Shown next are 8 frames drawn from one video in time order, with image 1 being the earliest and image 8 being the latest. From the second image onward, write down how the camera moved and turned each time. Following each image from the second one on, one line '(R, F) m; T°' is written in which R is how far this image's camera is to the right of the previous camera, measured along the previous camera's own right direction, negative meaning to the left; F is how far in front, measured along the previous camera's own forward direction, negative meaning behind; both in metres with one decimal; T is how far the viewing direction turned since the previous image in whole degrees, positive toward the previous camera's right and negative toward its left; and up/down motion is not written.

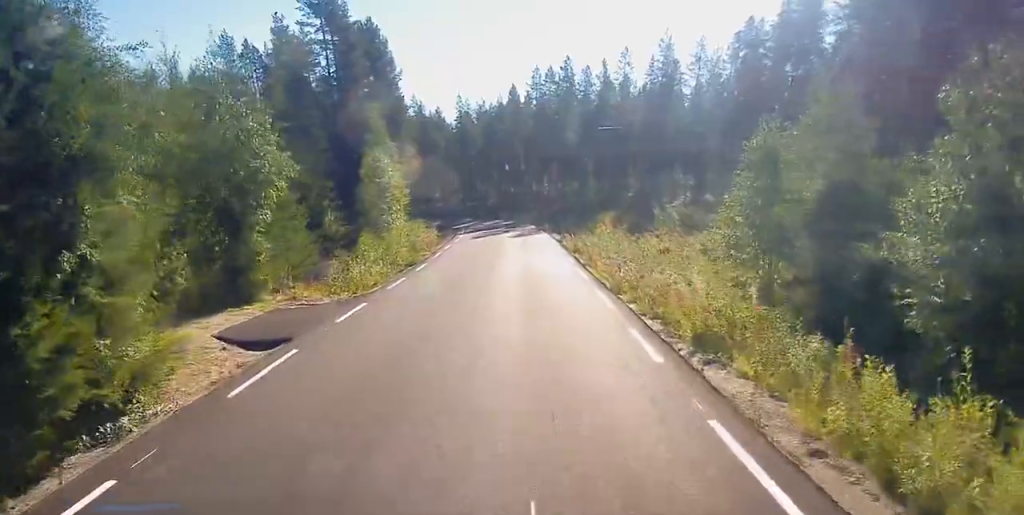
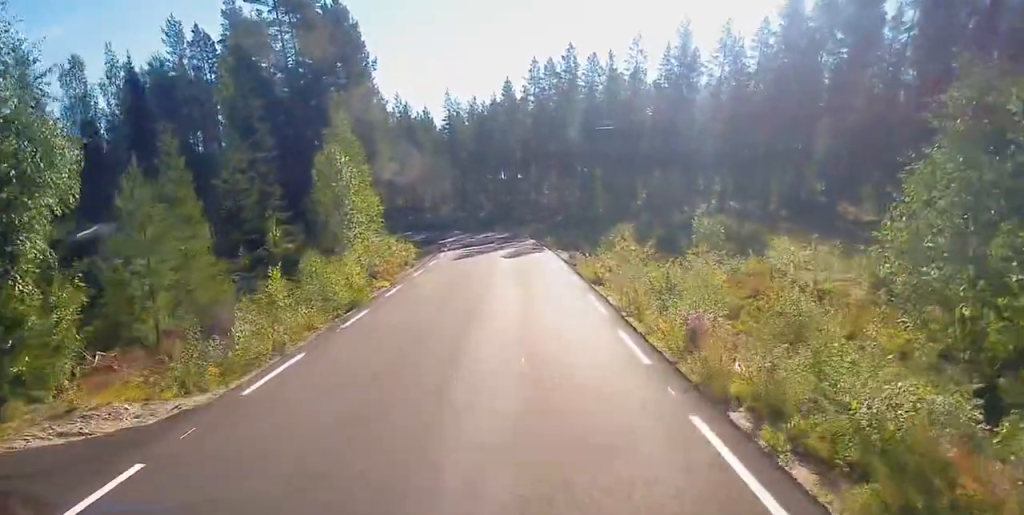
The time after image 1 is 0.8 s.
(-0.3, +11.2) m; +1°
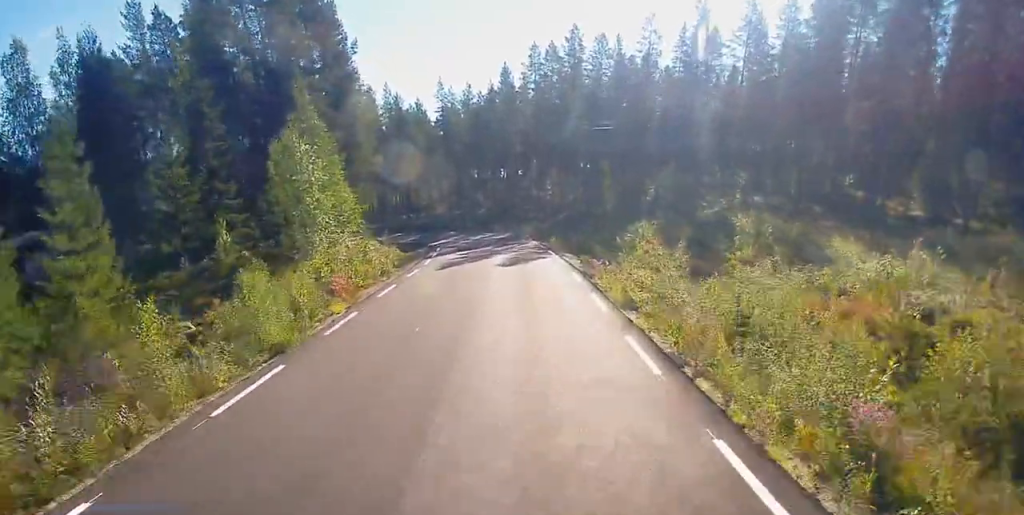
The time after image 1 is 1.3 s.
(+0.2, +6.9) m; +2°
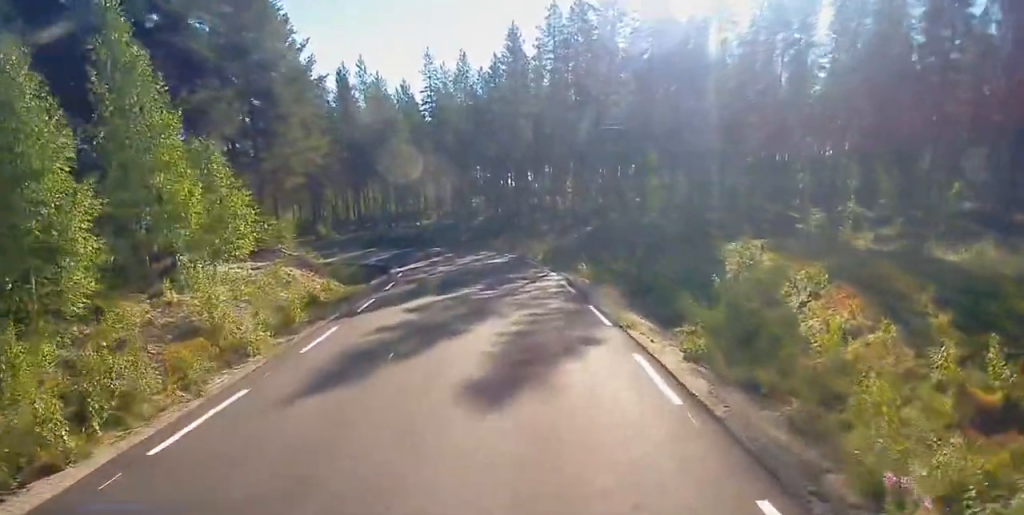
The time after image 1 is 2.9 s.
(+0.5, +19.2) m; 0°
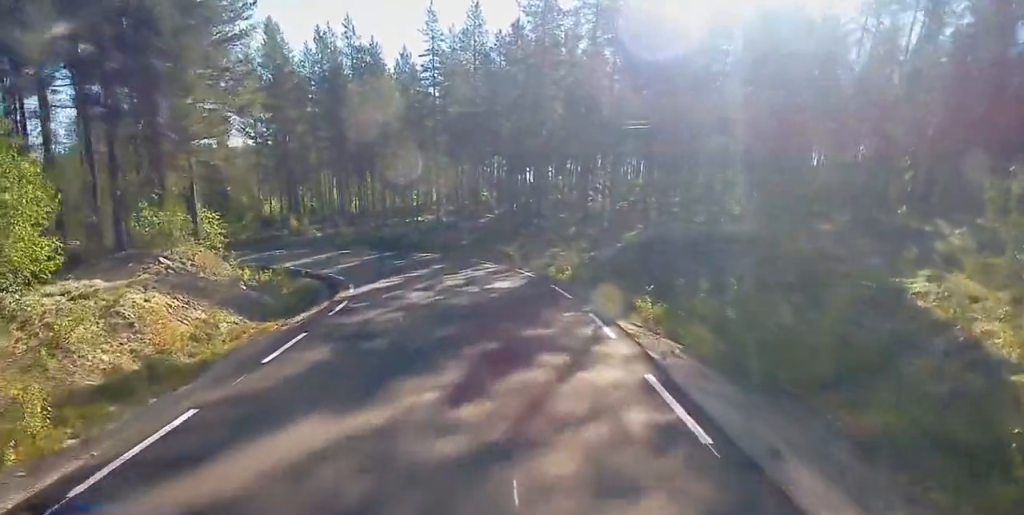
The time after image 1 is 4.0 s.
(-0.6, +13.2) m; -4°
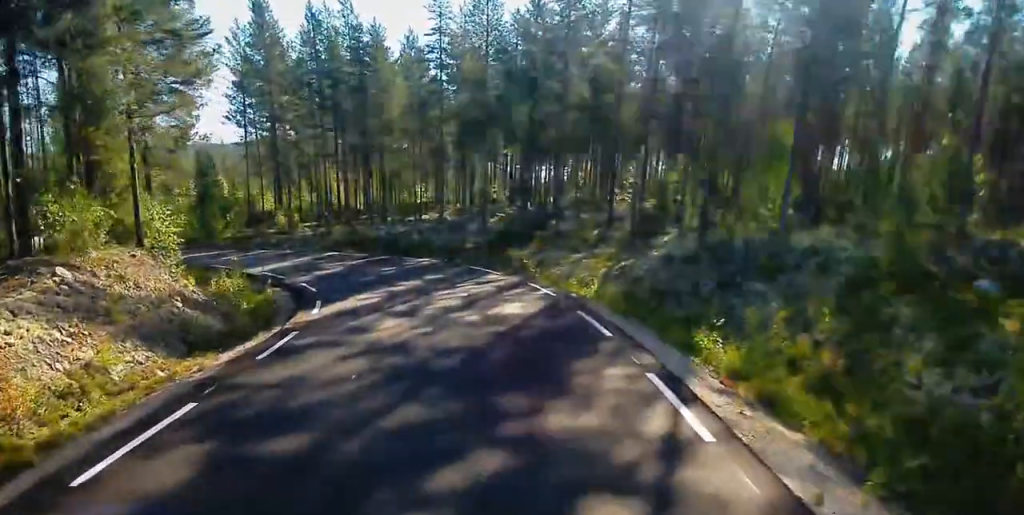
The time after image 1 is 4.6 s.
(-0.2, +6.1) m; -1°
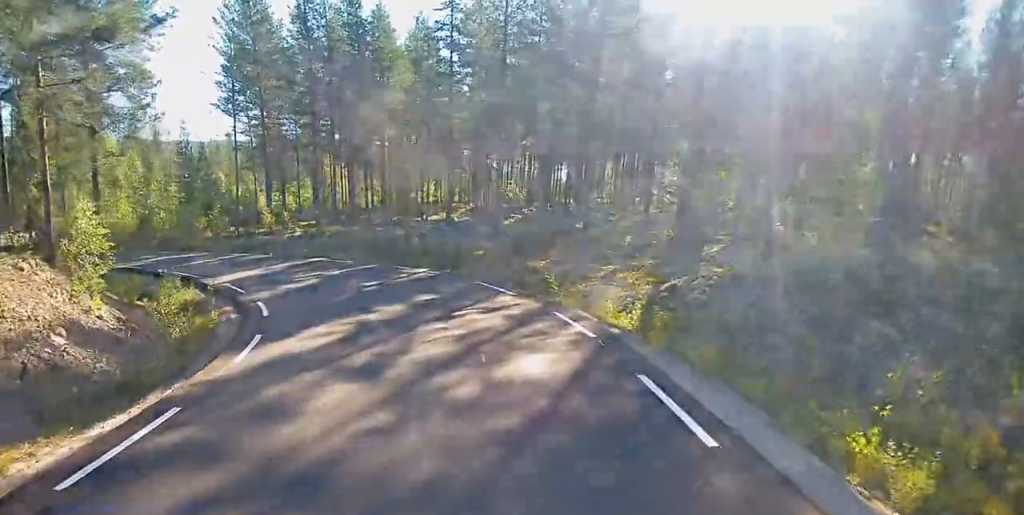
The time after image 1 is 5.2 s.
(0.0, +6.2) m; -1°
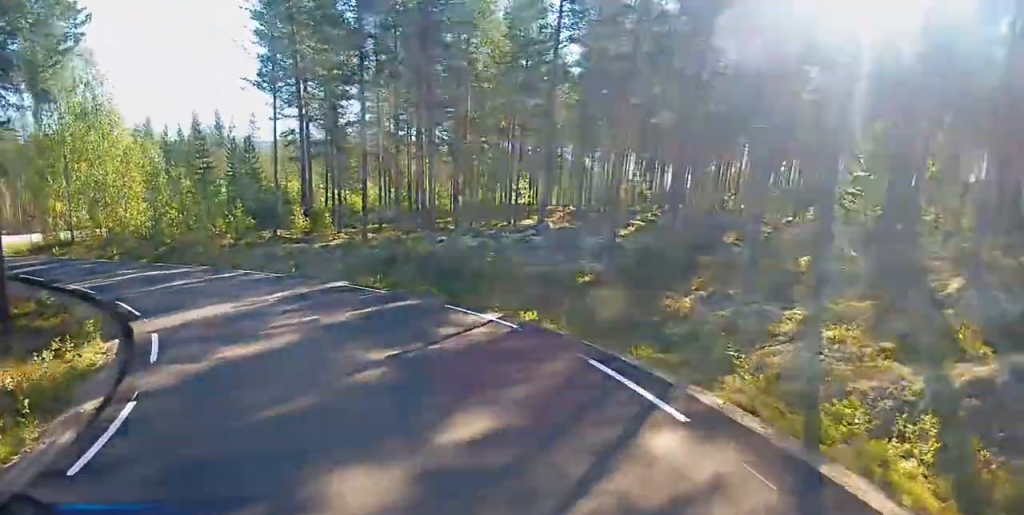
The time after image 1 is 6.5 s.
(-0.4, +11.9) m; -10°
